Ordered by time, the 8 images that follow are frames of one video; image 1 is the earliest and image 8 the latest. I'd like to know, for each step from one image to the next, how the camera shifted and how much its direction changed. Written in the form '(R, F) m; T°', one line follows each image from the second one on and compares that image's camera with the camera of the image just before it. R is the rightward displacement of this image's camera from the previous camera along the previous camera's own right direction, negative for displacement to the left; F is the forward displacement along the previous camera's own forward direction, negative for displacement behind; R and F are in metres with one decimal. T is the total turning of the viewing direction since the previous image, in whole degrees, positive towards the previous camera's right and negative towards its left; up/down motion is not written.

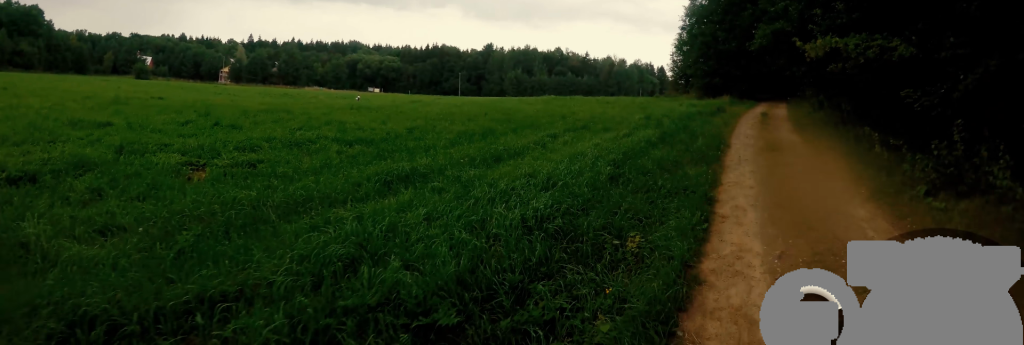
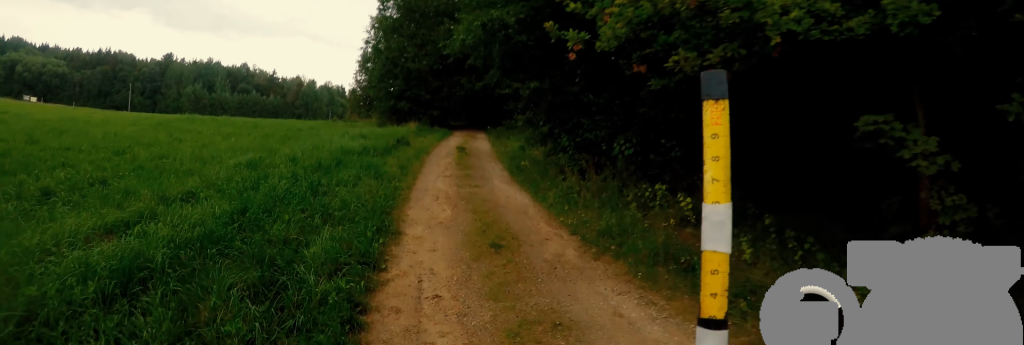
(-0.2, +7.6) m; +9°
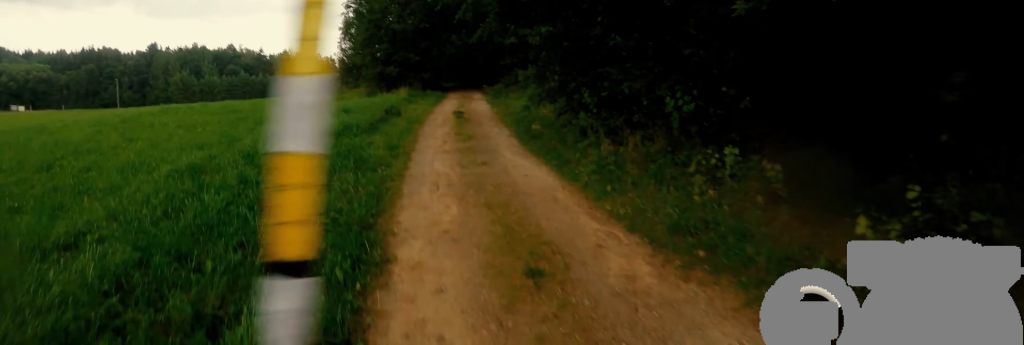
(+0.2, +2.0) m; 0°
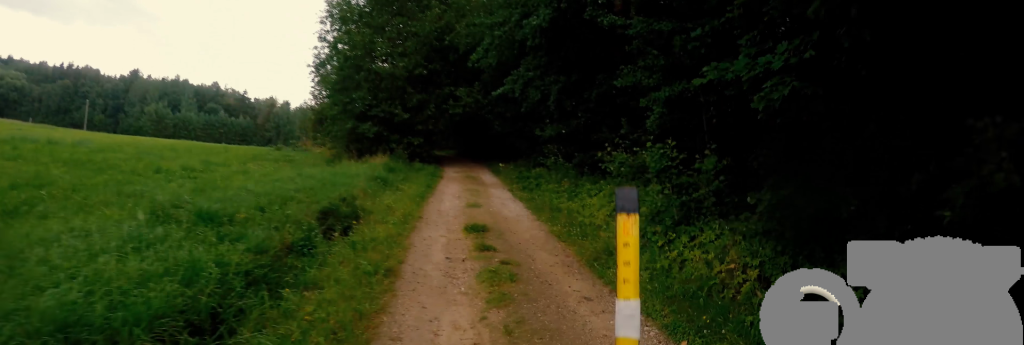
(-0.2, +8.5) m; -3°
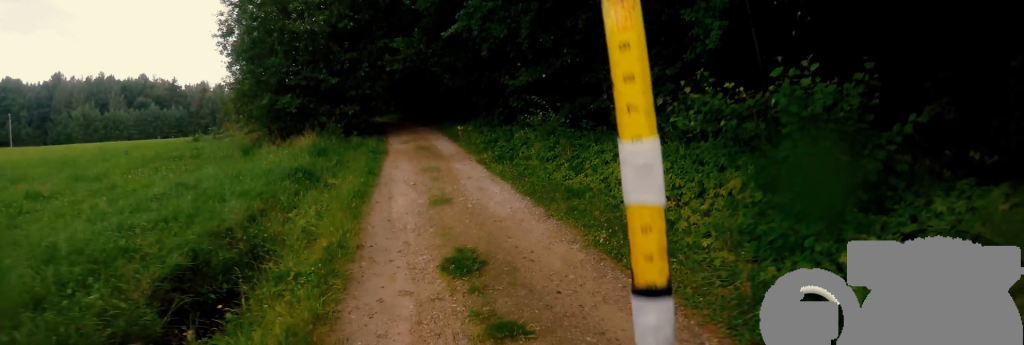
(-0.4, +3.8) m; -6°
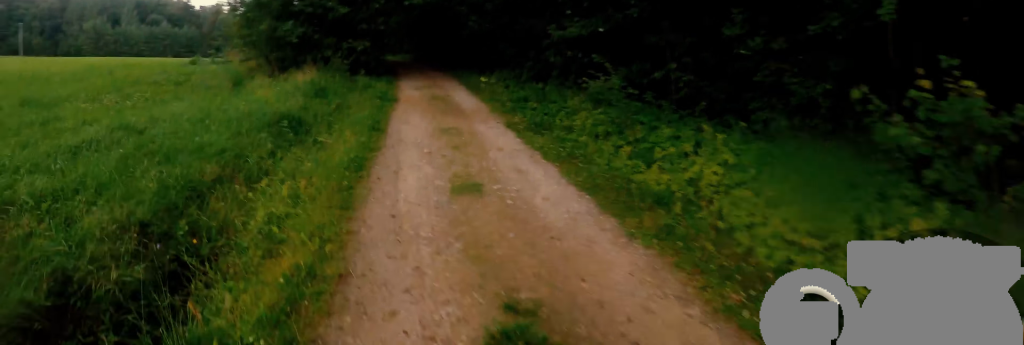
(-0.1, +2.1) m; 0°
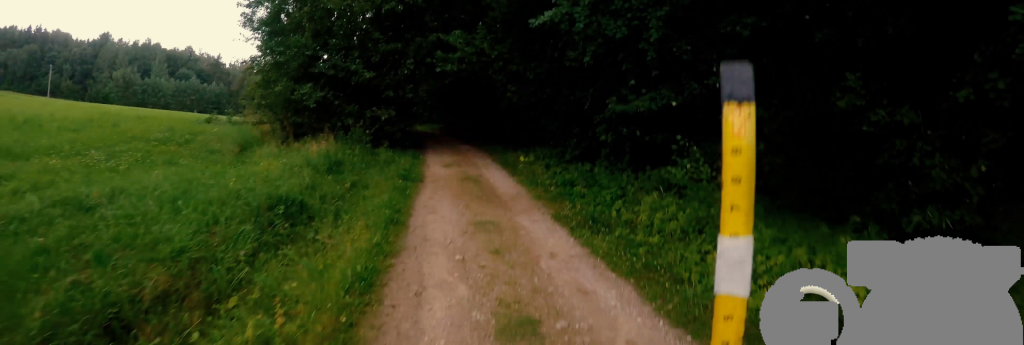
(+0.2, +1.4) m; +5°
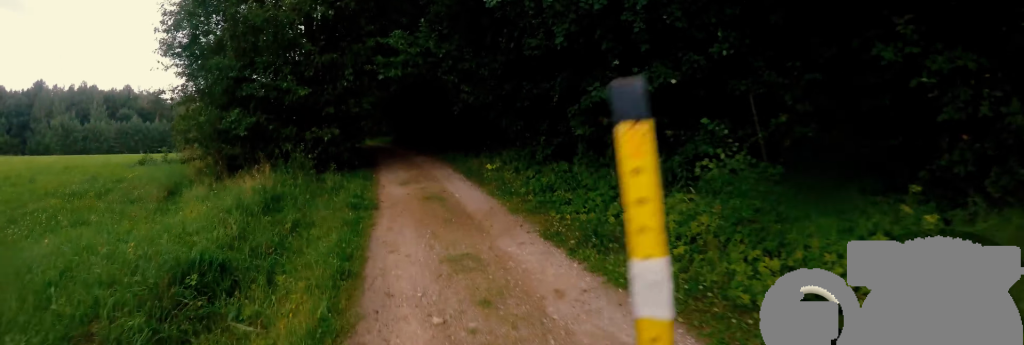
(+0.1, +1.4) m; +4°
